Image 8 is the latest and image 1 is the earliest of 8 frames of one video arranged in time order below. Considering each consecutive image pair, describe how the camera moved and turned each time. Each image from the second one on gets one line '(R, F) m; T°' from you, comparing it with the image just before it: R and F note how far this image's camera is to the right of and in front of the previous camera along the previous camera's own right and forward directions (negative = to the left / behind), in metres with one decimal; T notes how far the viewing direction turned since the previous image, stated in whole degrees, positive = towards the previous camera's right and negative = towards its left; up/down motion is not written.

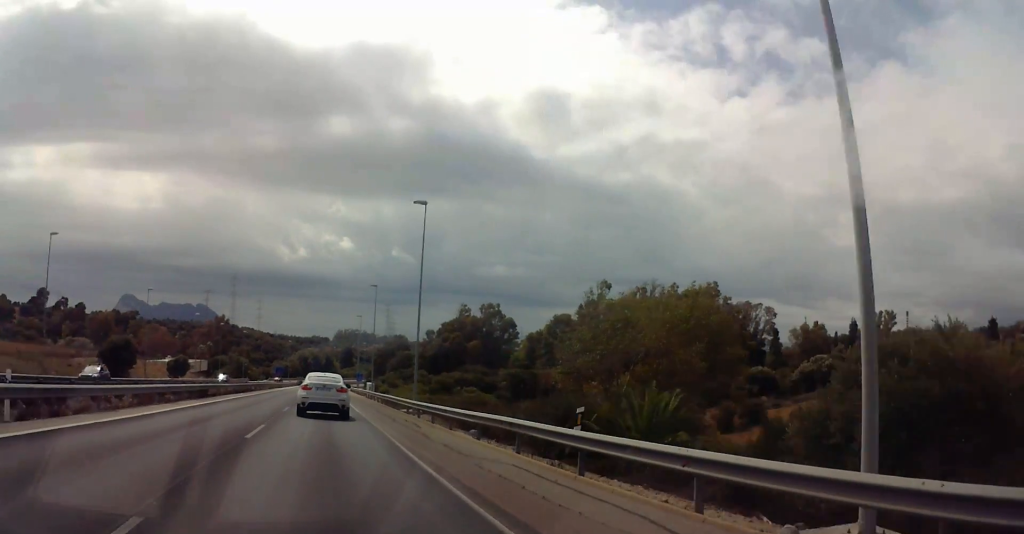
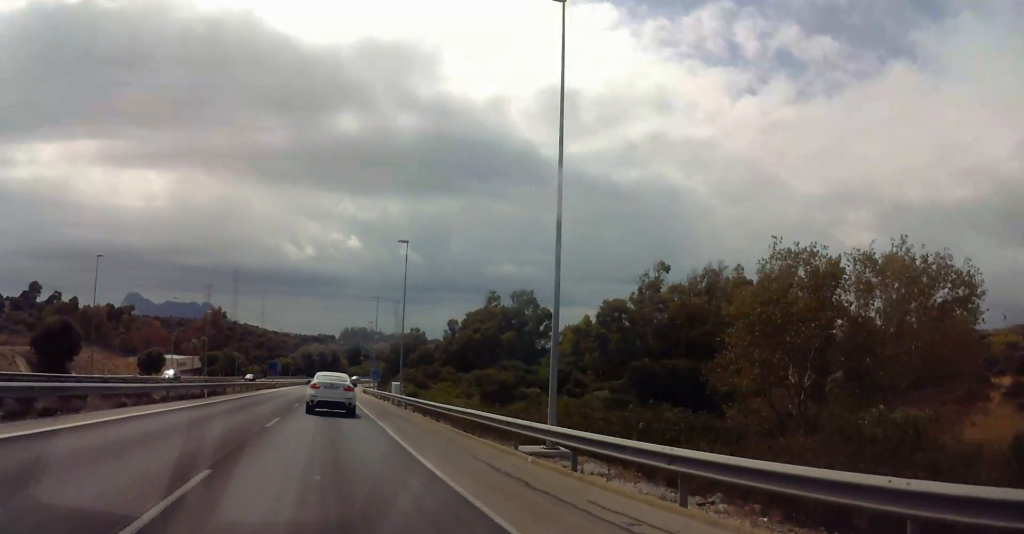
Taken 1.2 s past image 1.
(-0.5, +24.1) m; -1°
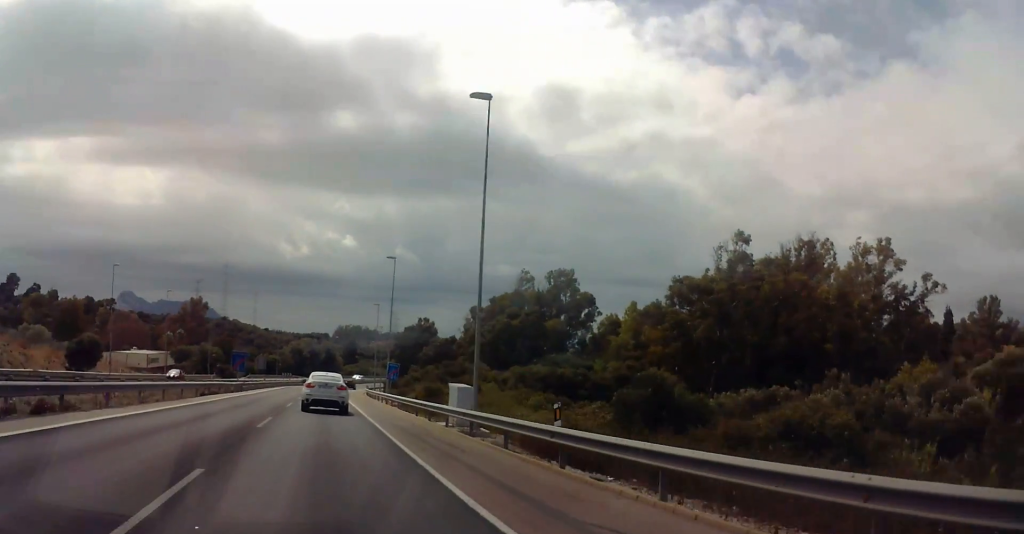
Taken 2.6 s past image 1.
(+0.2, +28.9) m; +1°
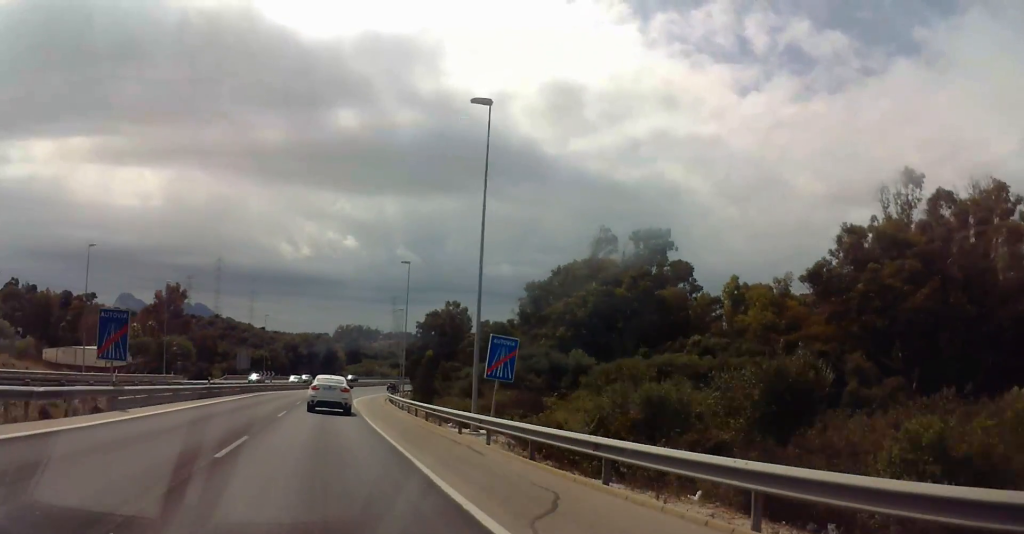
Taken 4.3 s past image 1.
(+0.4, +37.2) m; 0°
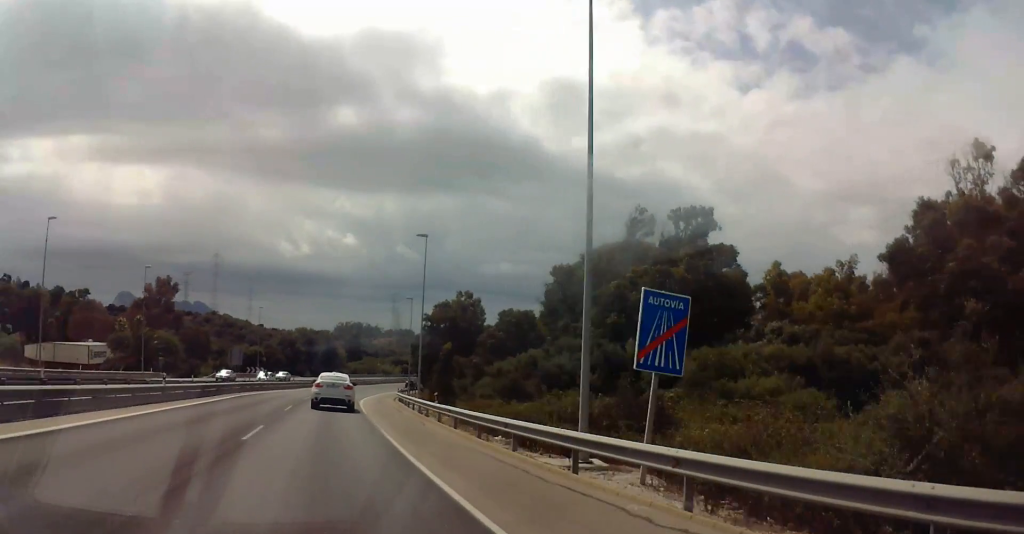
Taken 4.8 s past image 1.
(-0.1, +11.9) m; 0°
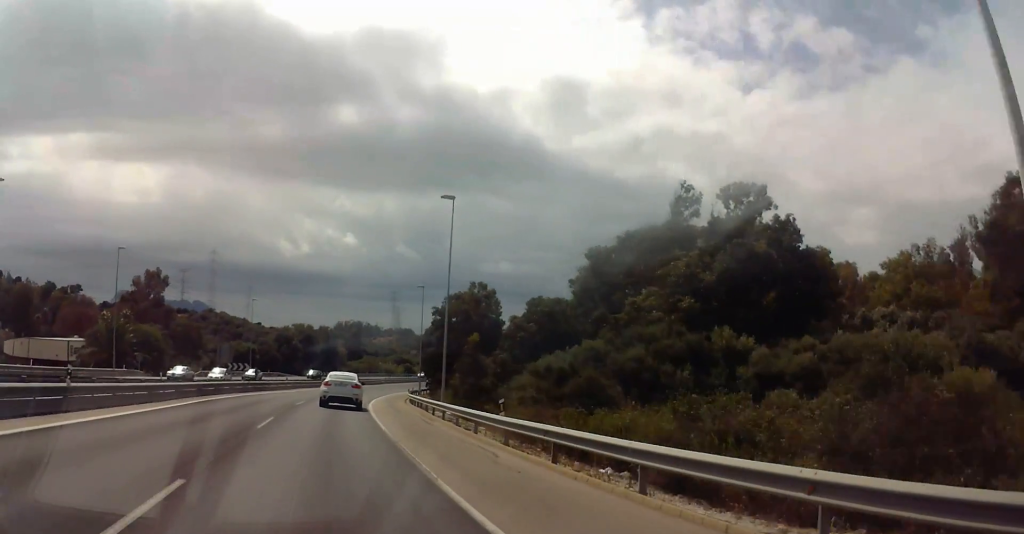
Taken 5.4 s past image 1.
(-0.1, +13.4) m; 0°
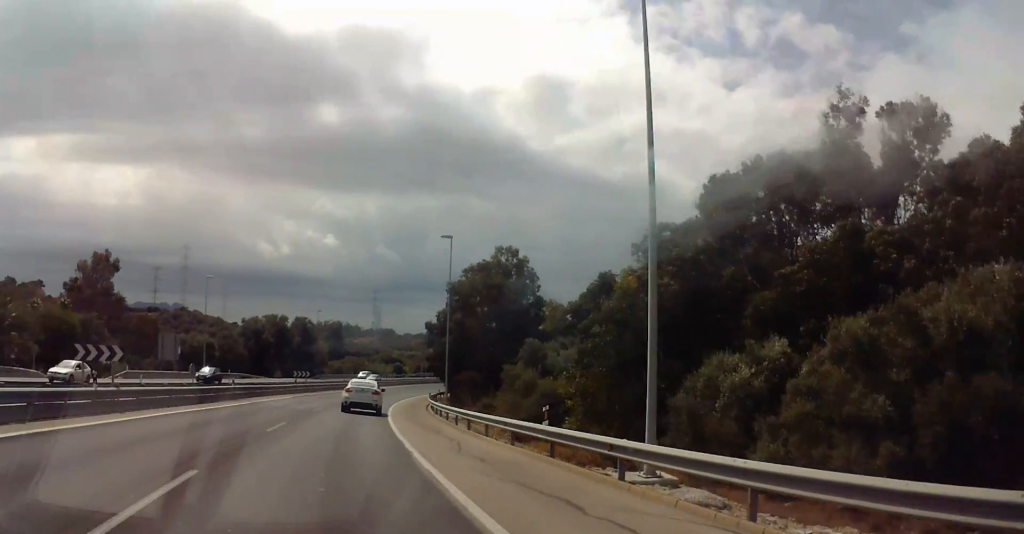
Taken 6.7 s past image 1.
(+0.2, +31.4) m; +2°
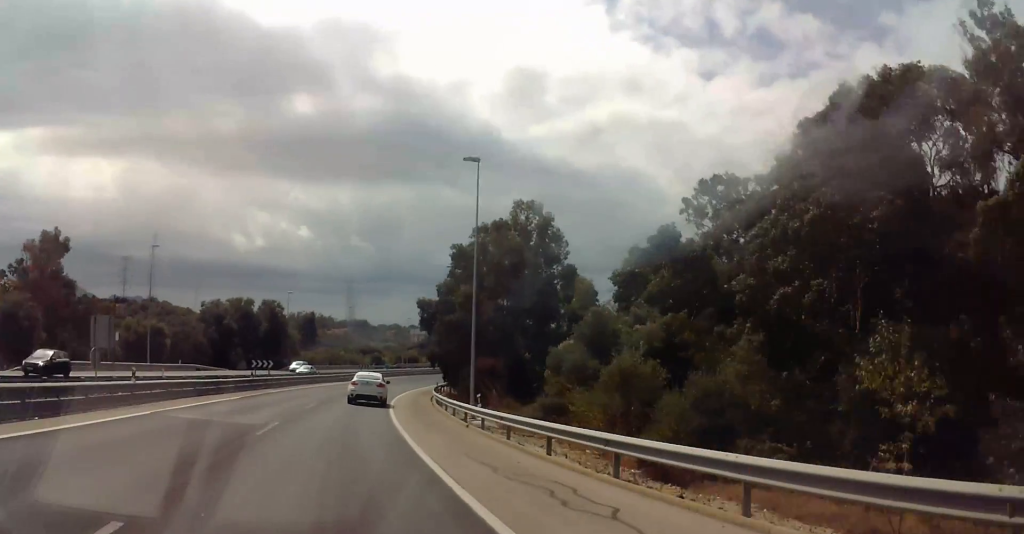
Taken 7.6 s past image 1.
(+0.5, +18.6) m; +3°
